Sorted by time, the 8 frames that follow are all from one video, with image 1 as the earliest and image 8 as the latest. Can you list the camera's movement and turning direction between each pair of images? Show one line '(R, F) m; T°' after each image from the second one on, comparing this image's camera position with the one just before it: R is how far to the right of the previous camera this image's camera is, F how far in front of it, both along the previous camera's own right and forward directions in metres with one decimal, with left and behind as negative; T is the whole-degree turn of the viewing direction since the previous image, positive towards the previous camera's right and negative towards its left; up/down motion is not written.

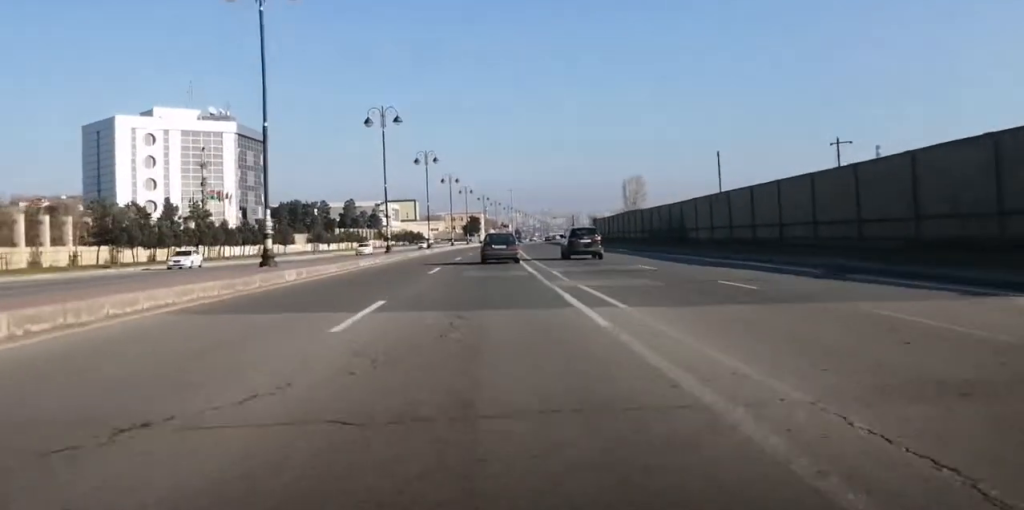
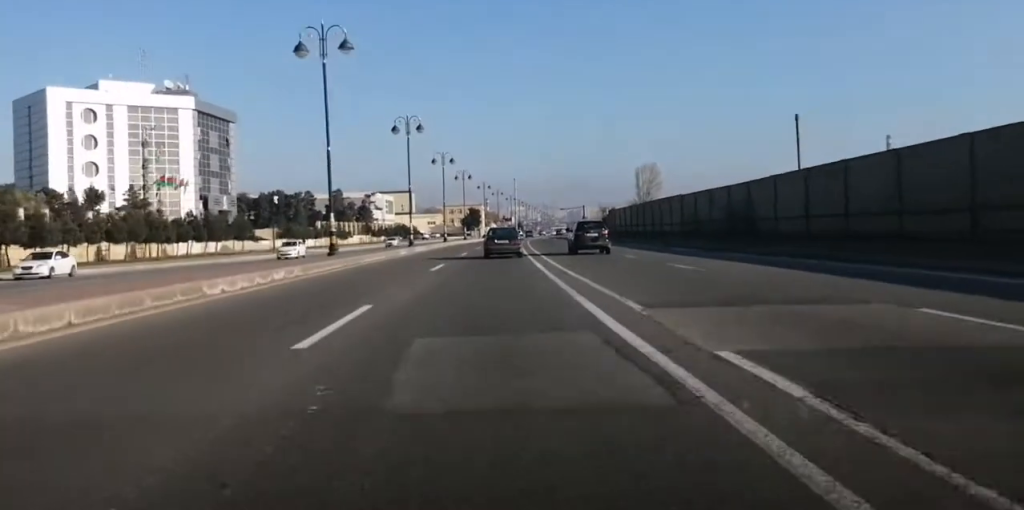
(+0.4, +23.1) m; 0°
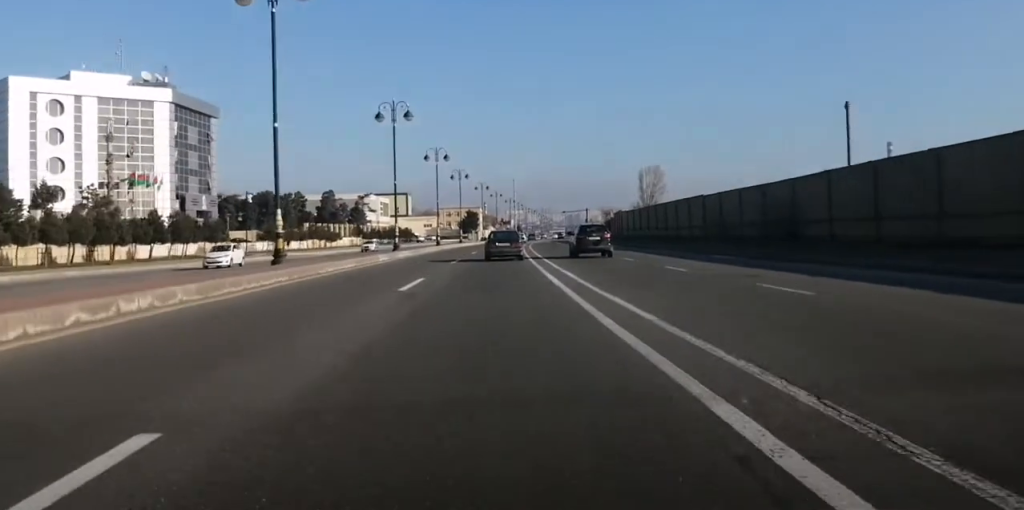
(+0.1, +10.2) m; -1°
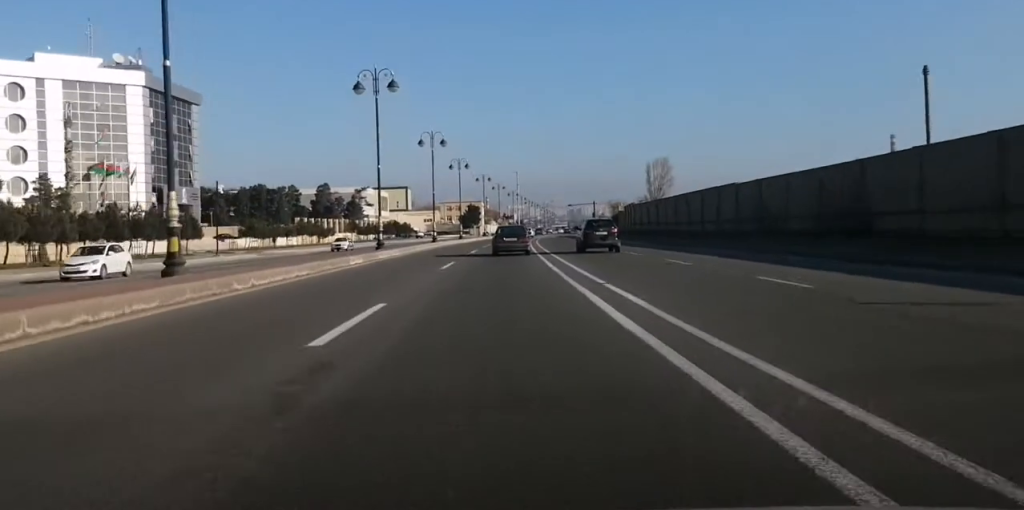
(-0.3, +10.9) m; 0°
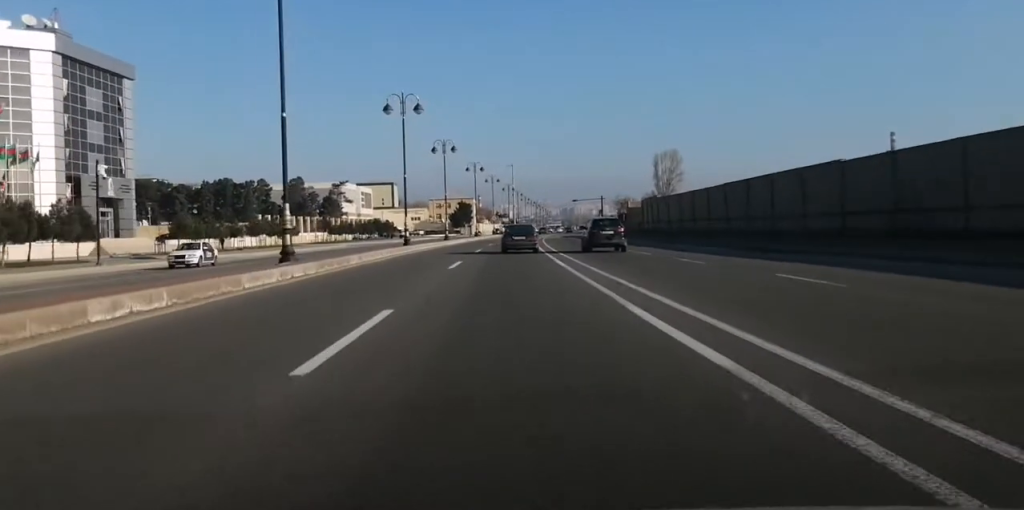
(+0.2, +23.1) m; +1°
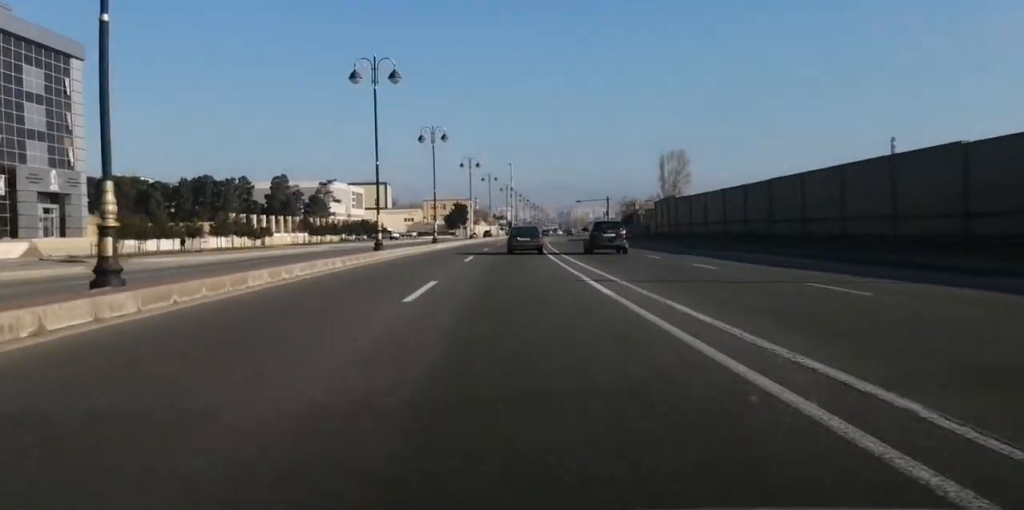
(+0.1, +14.2) m; 0°
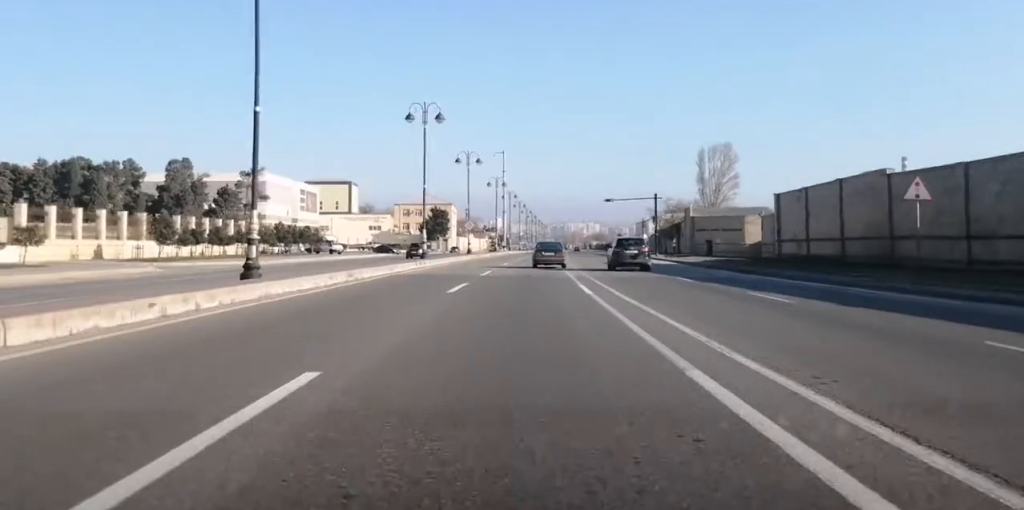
(+0.3, +54.0) m; +2°
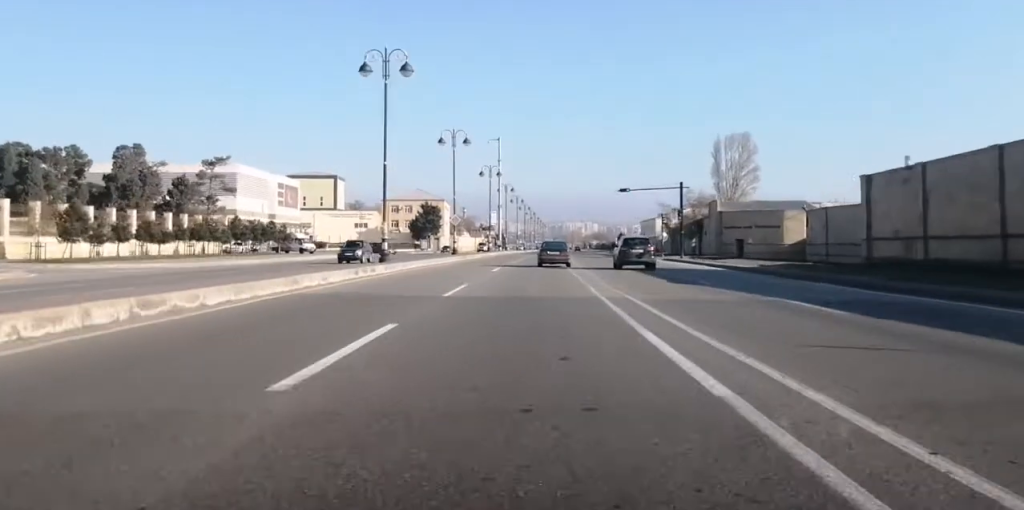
(+0.3, +16.2) m; +1°
